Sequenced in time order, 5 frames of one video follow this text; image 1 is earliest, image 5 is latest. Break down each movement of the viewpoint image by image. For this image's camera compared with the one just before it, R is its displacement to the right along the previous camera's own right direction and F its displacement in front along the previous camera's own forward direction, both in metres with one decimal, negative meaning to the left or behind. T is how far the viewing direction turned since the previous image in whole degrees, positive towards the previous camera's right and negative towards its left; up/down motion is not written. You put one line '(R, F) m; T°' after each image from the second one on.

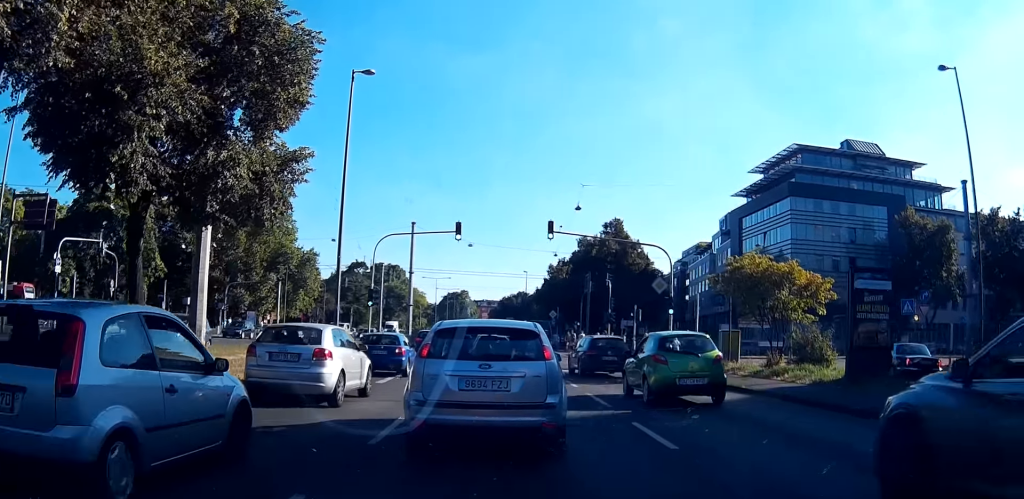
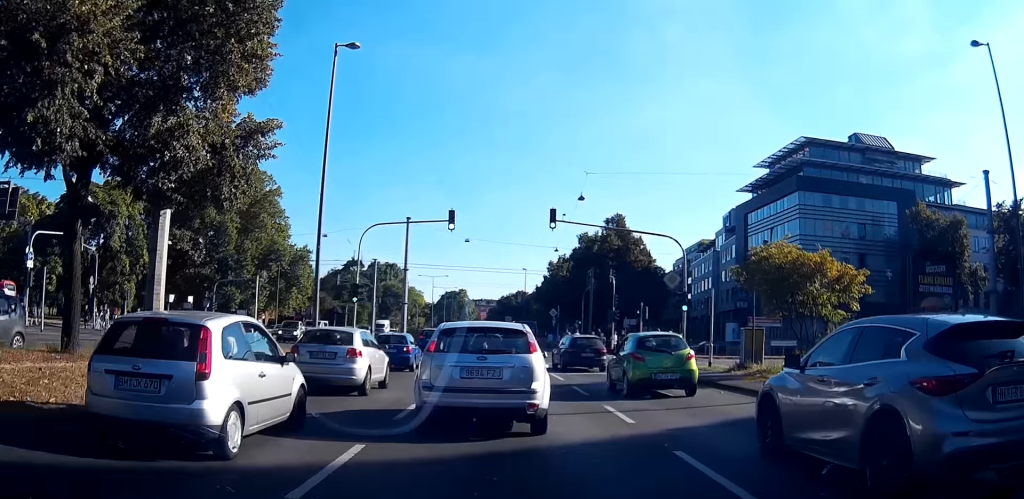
(+0.2, +4.5) m; +4°
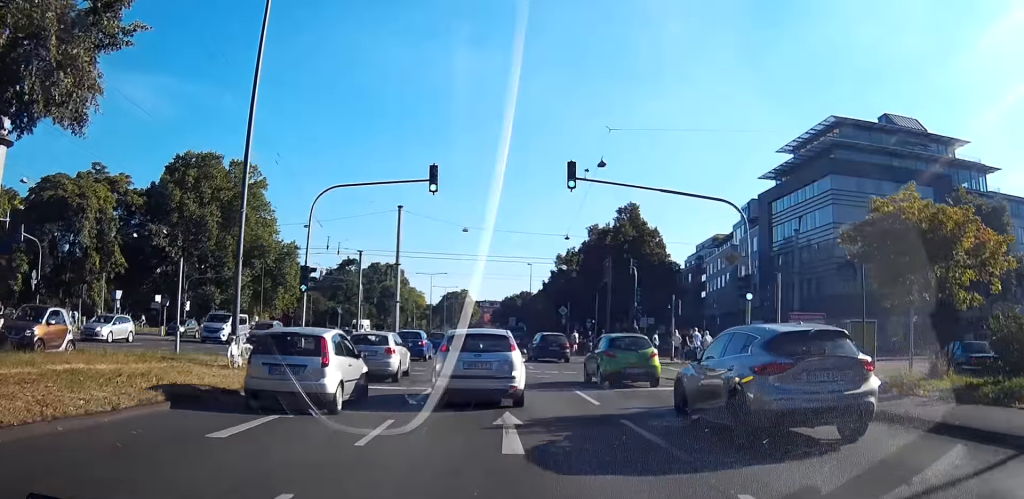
(+0.5, +11.7) m; +4°
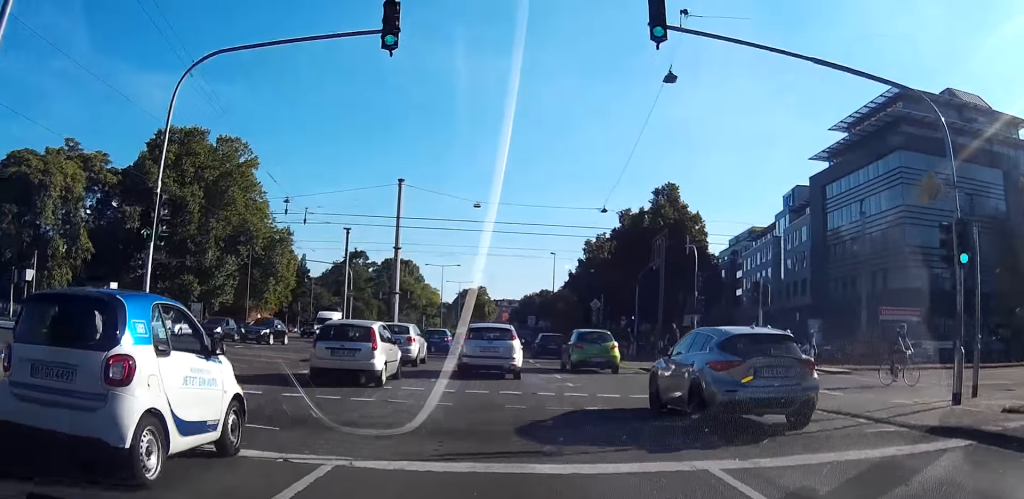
(+0.2, +16.4) m; -1°
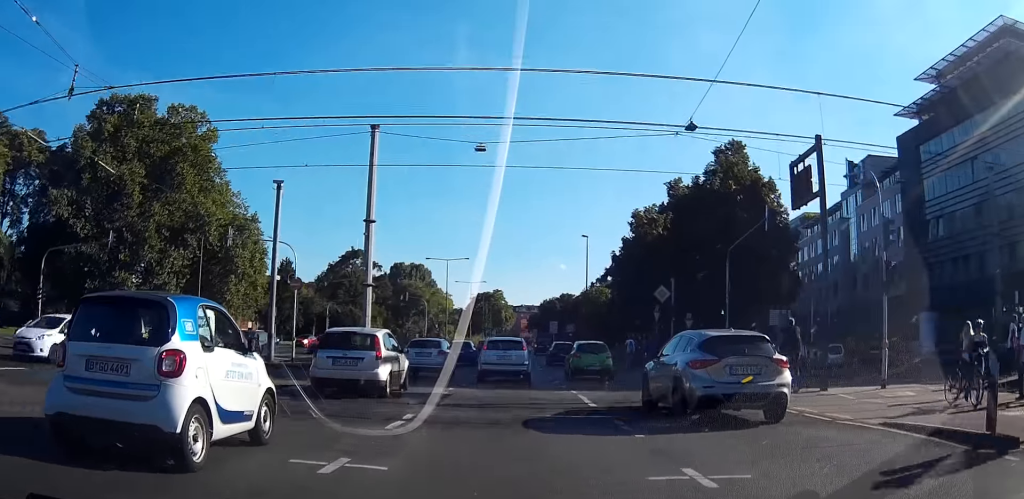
(-0.5, +21.8) m; 0°
